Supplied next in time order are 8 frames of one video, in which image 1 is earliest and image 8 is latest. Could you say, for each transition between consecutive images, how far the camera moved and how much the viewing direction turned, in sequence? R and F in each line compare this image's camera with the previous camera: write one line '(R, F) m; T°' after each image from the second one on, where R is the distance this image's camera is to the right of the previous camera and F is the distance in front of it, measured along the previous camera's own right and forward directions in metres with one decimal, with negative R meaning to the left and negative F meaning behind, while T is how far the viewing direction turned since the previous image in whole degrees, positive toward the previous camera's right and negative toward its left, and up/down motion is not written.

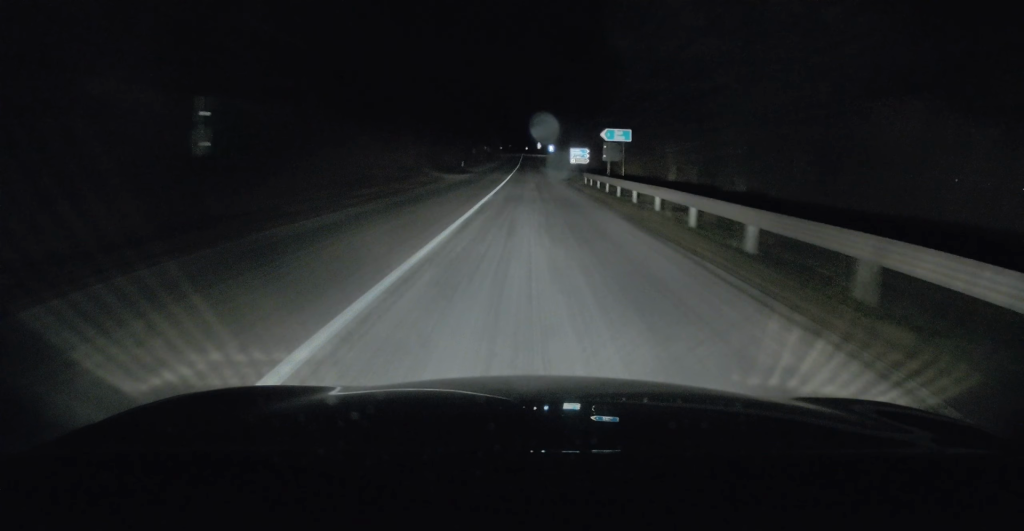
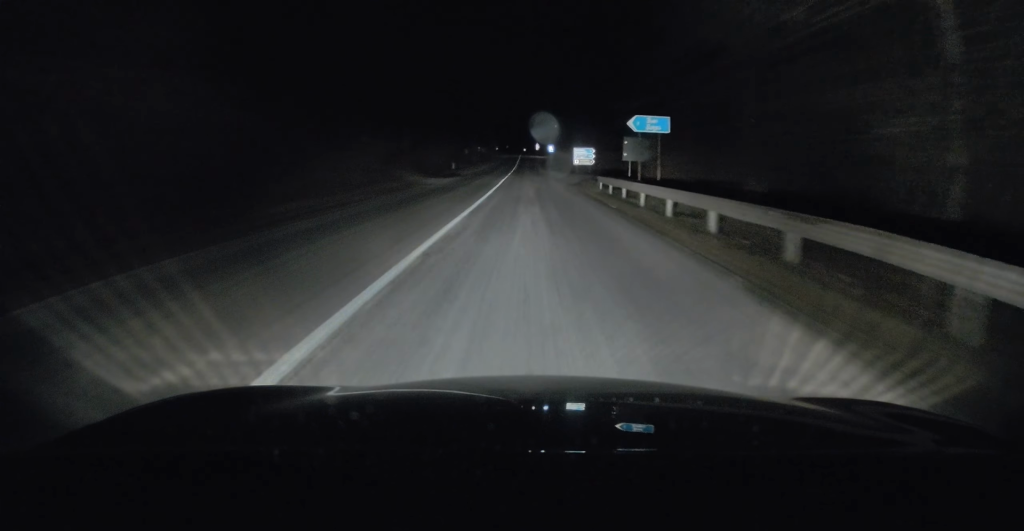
(0.0, +9.4) m; 0°
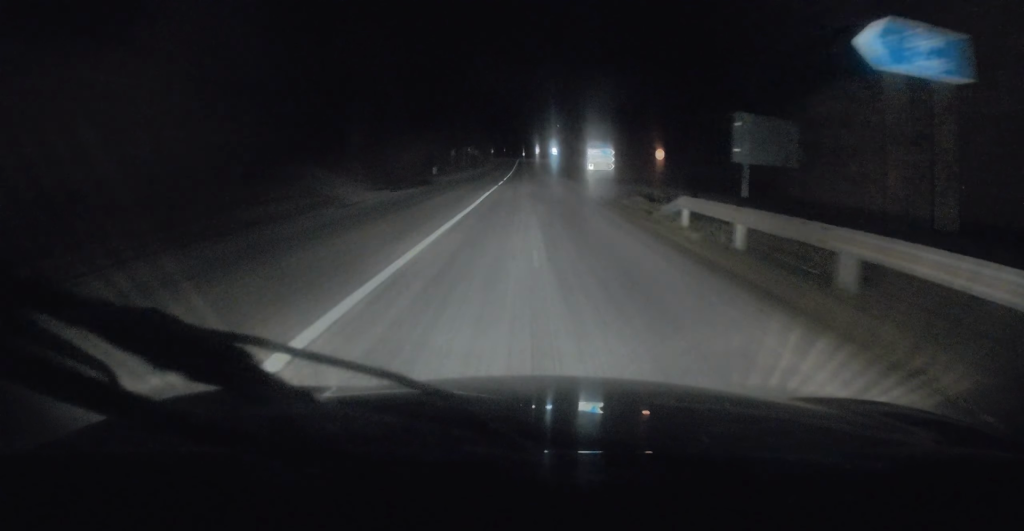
(0.0, +17.0) m; 0°
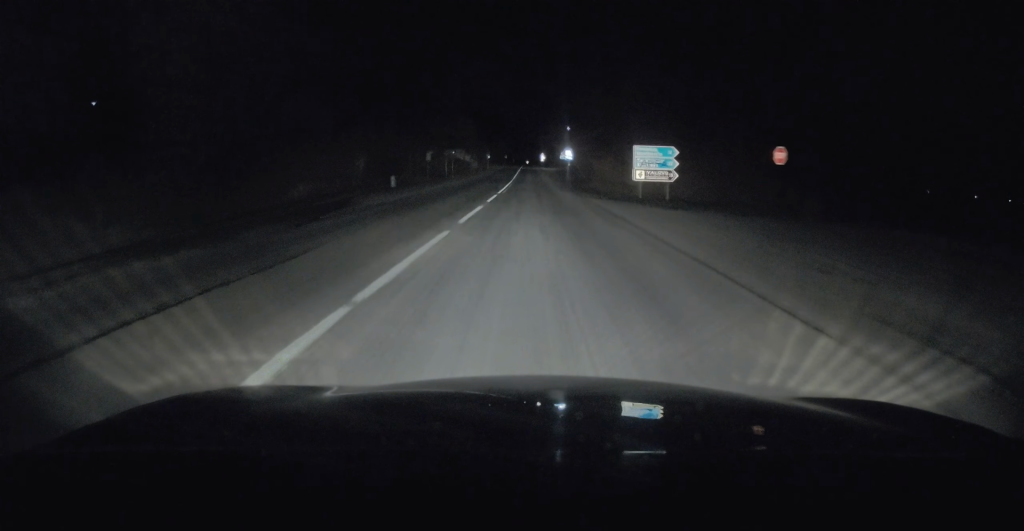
(0.0, +22.9) m; 0°
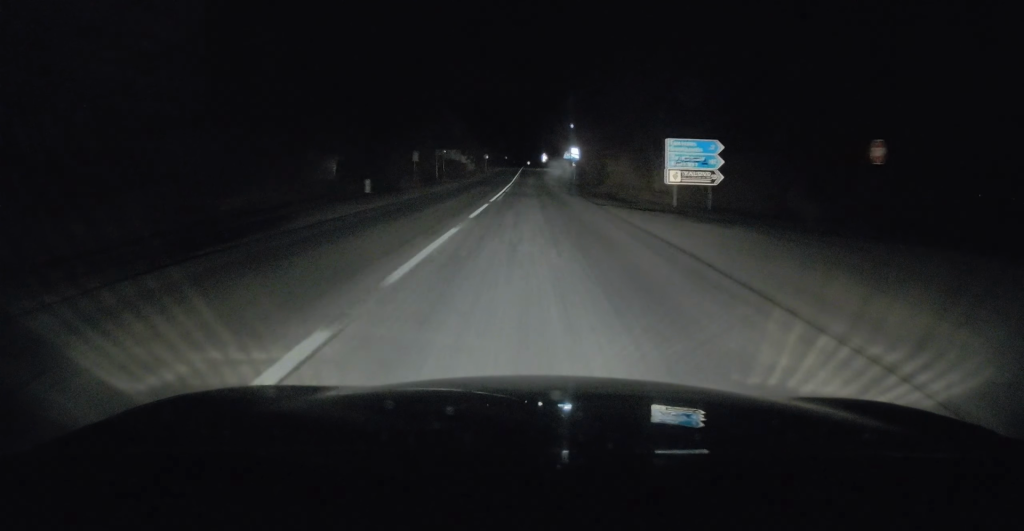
(0.0, +7.7) m; 0°
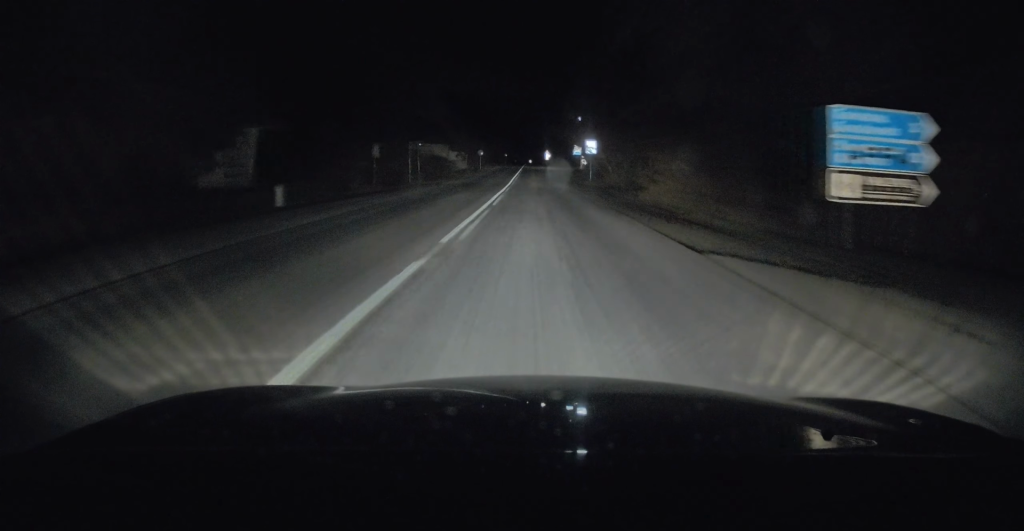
(0.0, +14.3) m; +1°
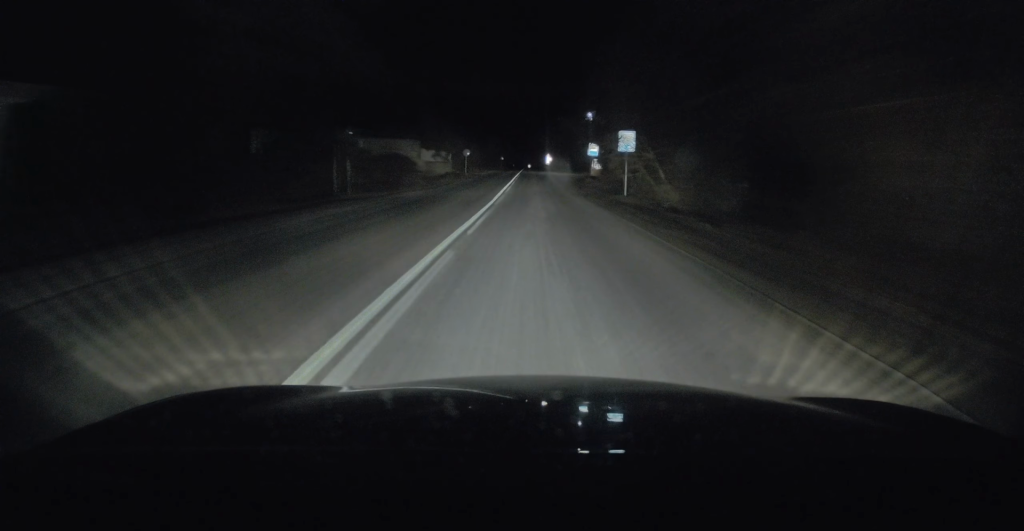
(+0.4, +17.7) m; 0°
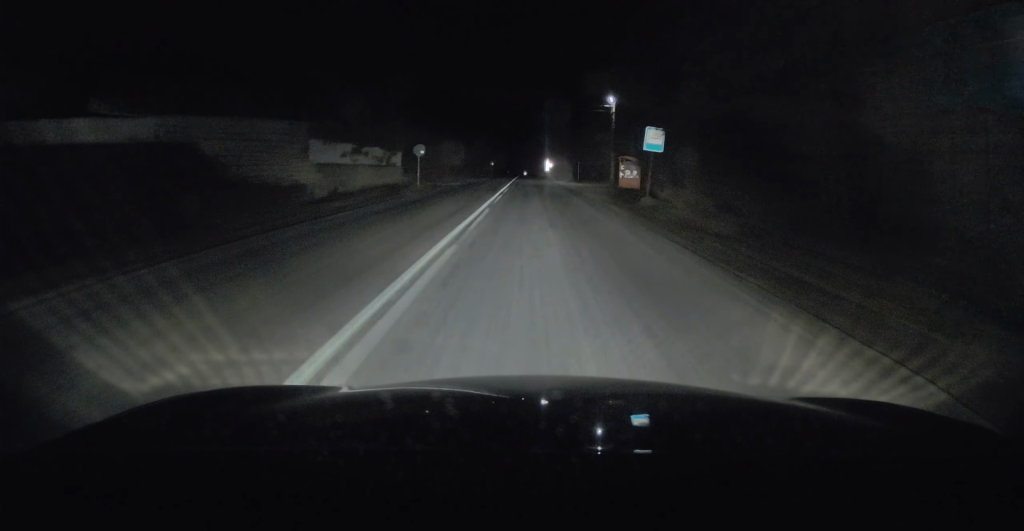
(-0.7, +26.0) m; -1°
